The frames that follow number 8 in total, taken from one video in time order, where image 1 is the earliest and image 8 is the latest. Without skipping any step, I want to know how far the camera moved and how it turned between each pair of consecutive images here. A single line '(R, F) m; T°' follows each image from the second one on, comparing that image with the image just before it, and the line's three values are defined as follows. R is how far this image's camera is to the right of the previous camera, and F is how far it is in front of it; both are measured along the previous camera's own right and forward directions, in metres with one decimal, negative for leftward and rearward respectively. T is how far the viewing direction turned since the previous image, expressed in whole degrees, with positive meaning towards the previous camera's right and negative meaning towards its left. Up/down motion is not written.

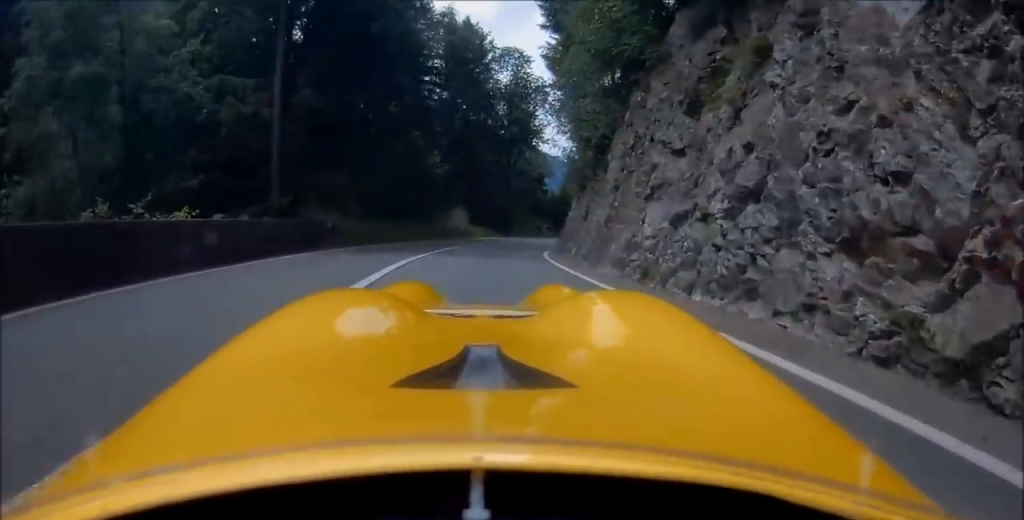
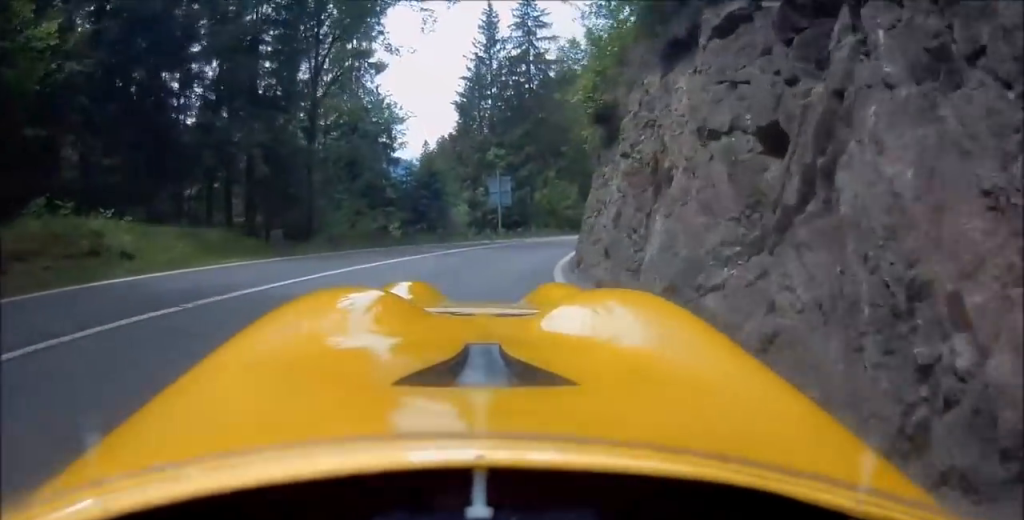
(+1.7, +29.9) m; +11°
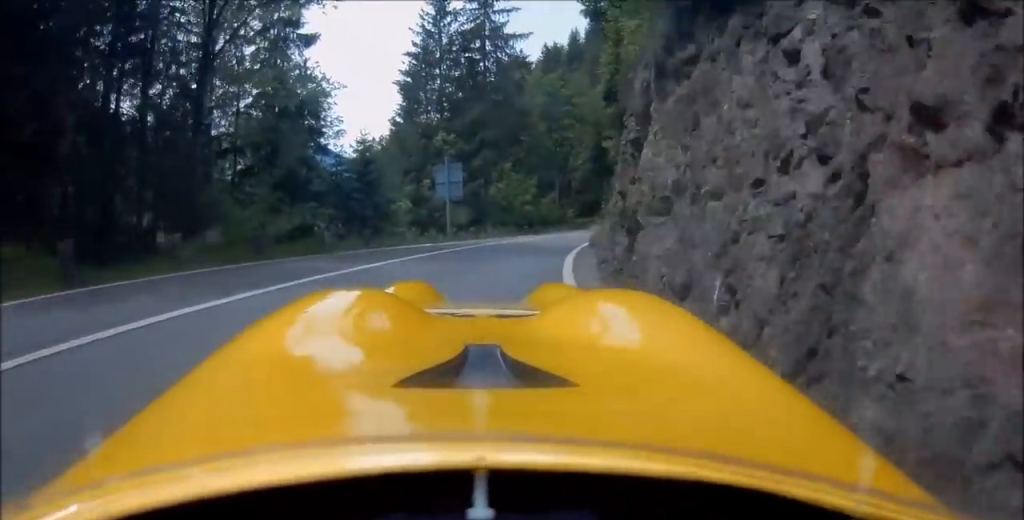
(0.0, +6.5) m; +4°
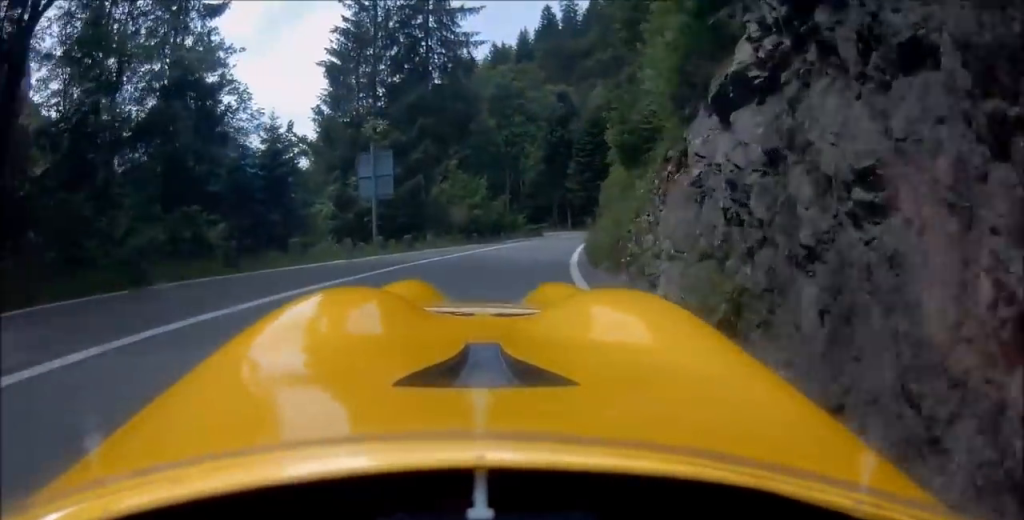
(+0.5, +6.6) m; +4°
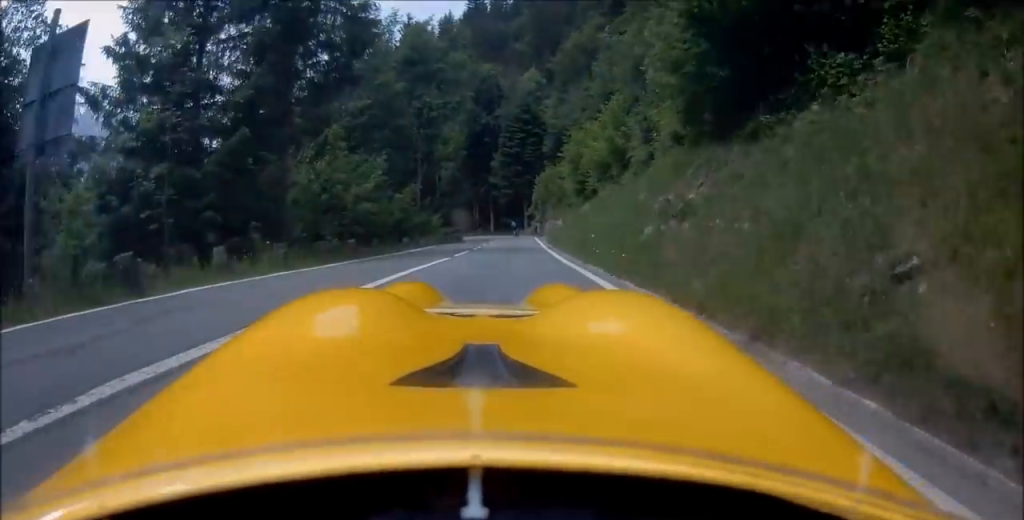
(+0.9, +13.8) m; +7°
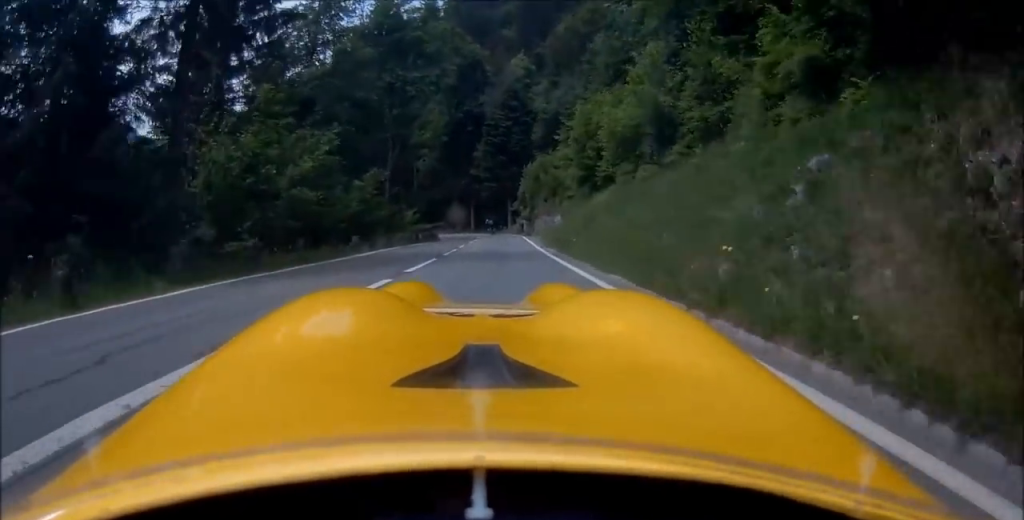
(+0.1, +6.7) m; +3°
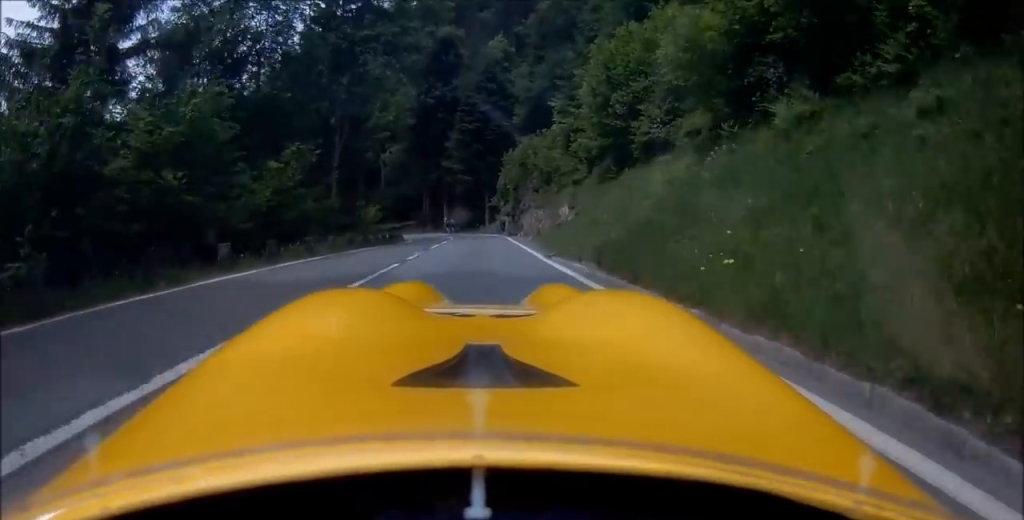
(+0.3, +8.6) m; +3°
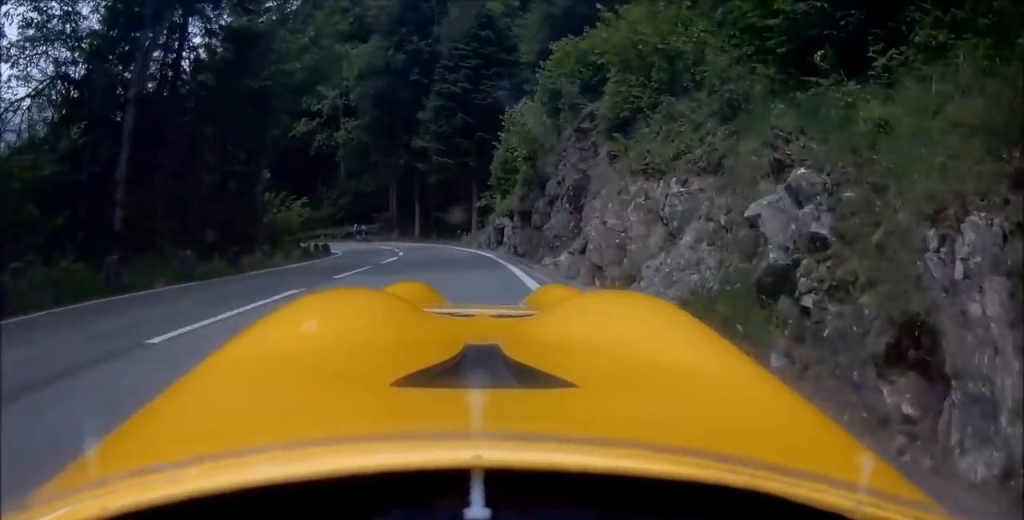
(+0.7, +19.9) m; -1°
